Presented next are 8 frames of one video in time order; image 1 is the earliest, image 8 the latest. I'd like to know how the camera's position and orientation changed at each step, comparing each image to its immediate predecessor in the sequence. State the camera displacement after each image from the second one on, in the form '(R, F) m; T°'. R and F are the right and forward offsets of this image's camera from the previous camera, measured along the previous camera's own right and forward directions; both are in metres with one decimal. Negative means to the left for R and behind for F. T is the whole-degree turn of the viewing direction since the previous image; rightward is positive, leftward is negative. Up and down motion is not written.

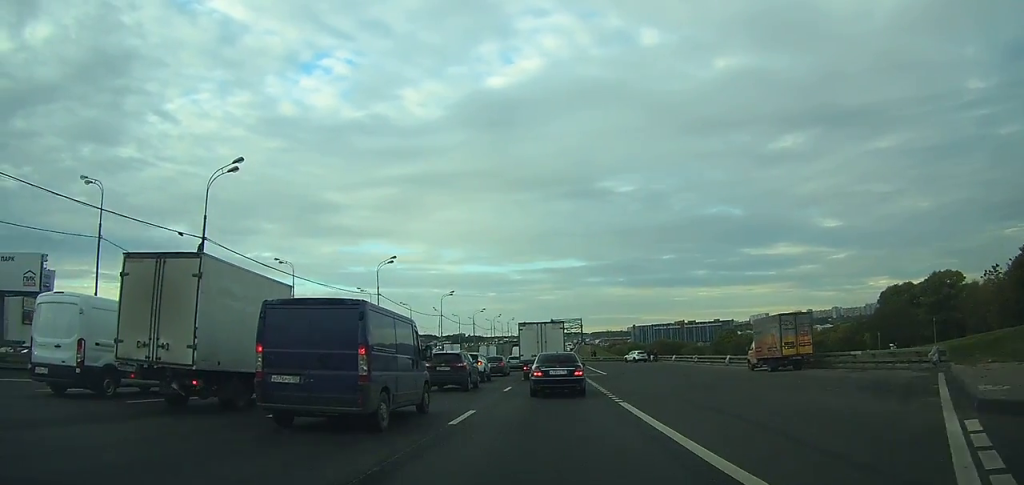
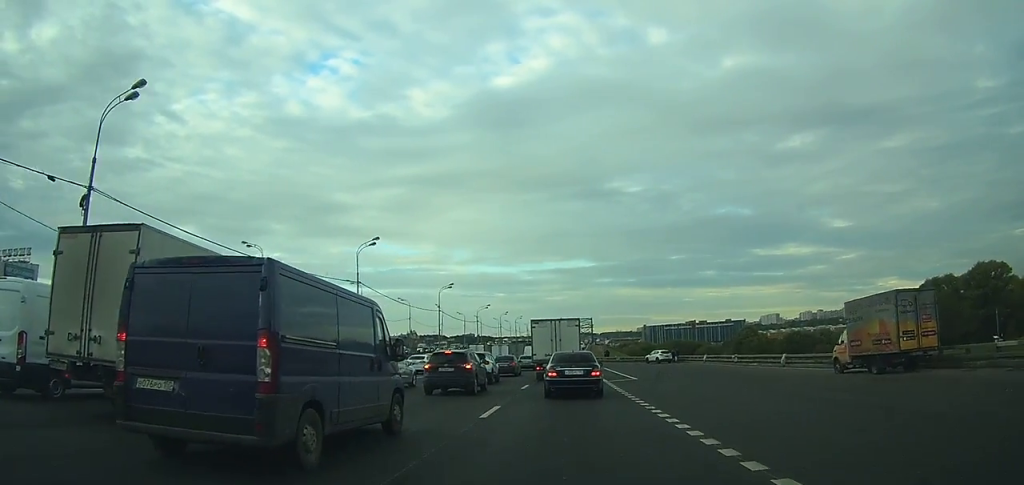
(0.0, +10.4) m; +1°
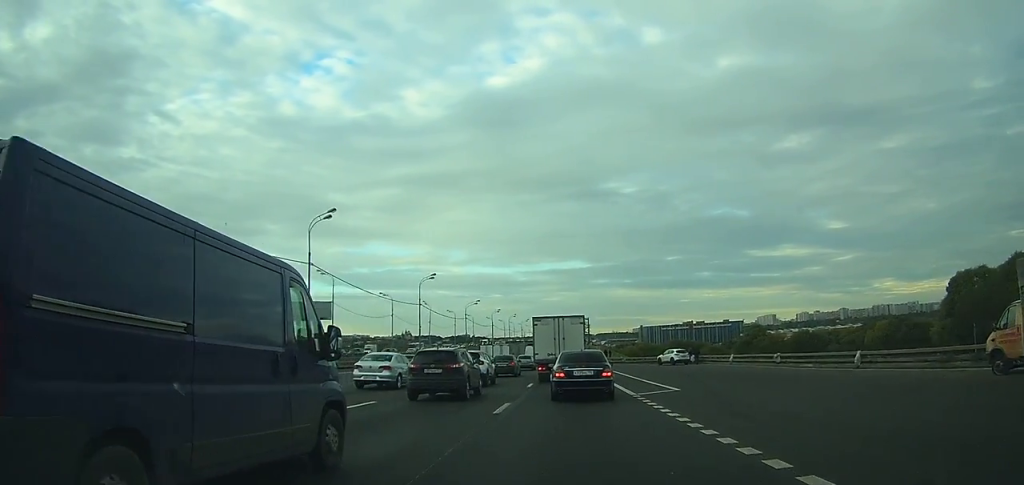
(+0.1, +10.6) m; +1°
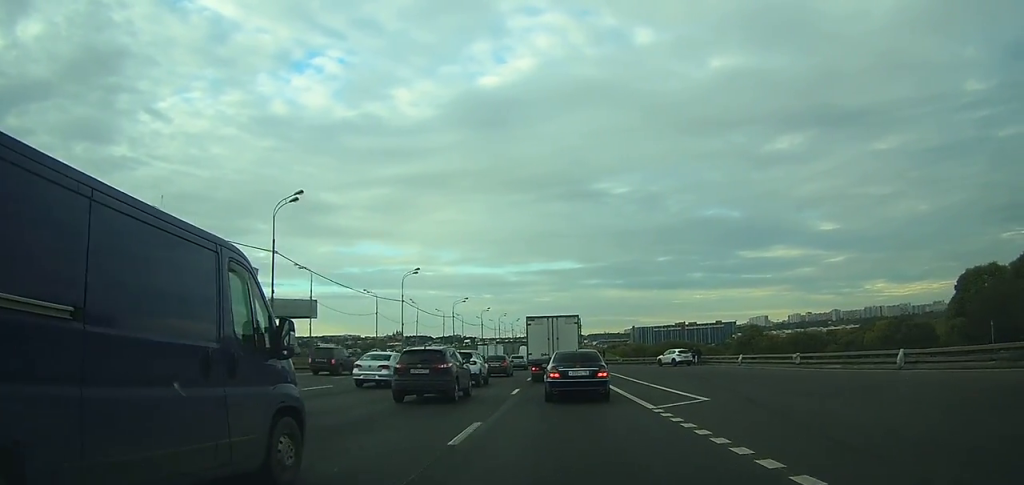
(0.0, +4.7) m; 0°
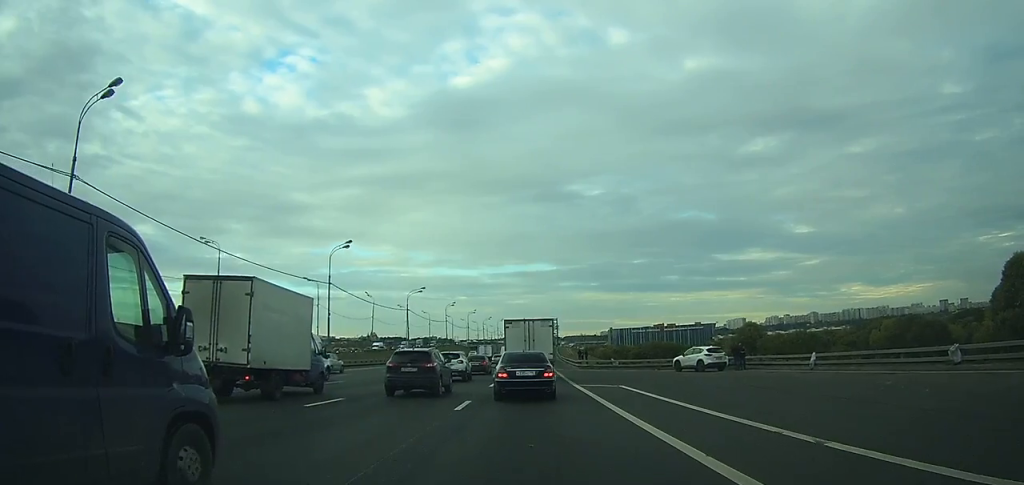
(+0.3, +18.0) m; +2°
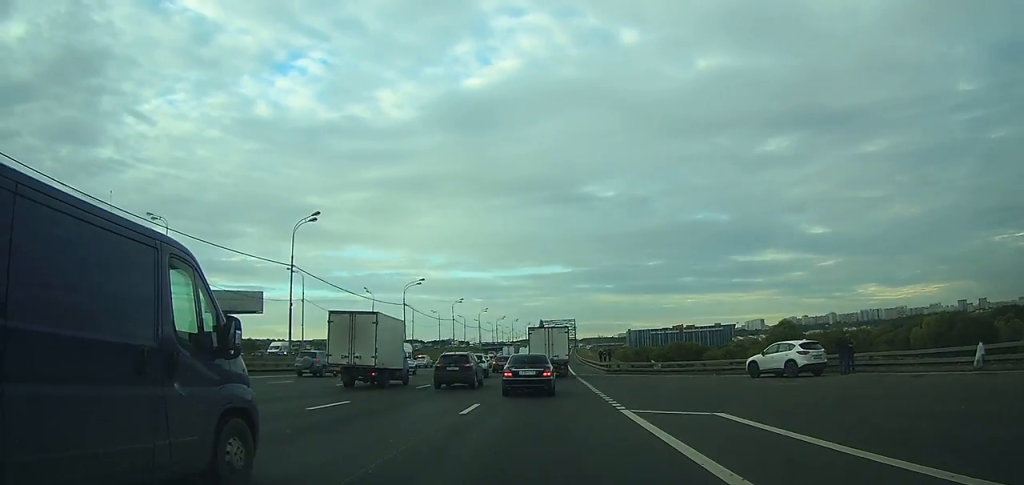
(+0.1, +13.8) m; 0°
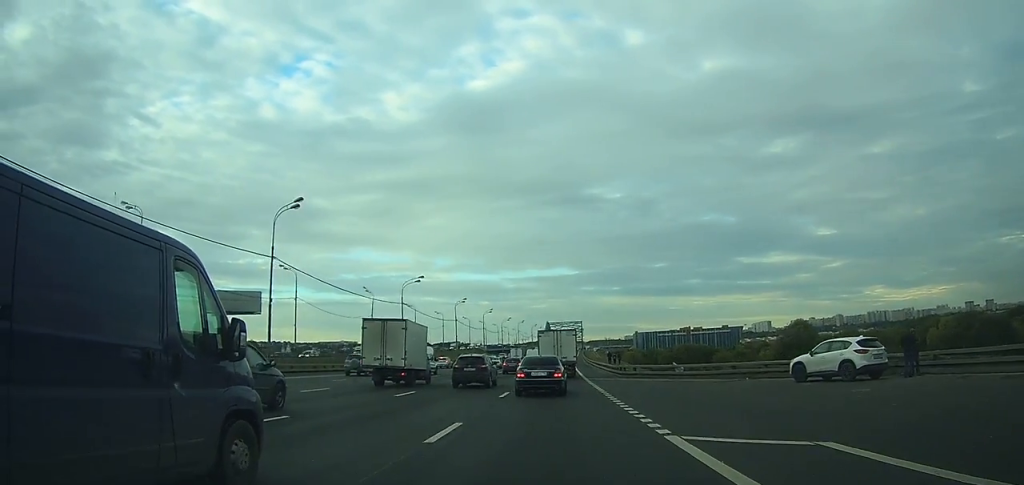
(-0.1, +4.8) m; 0°
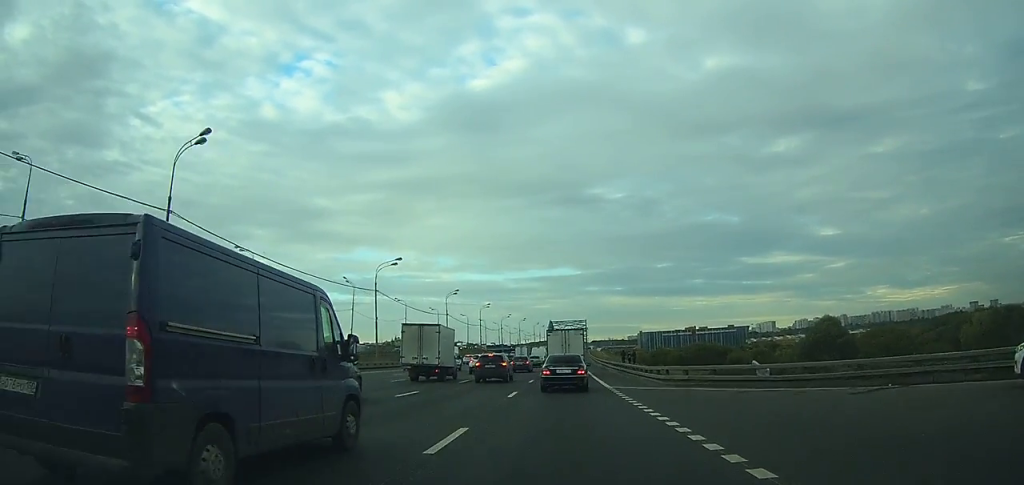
(-0.1, +11.7) m; 0°
